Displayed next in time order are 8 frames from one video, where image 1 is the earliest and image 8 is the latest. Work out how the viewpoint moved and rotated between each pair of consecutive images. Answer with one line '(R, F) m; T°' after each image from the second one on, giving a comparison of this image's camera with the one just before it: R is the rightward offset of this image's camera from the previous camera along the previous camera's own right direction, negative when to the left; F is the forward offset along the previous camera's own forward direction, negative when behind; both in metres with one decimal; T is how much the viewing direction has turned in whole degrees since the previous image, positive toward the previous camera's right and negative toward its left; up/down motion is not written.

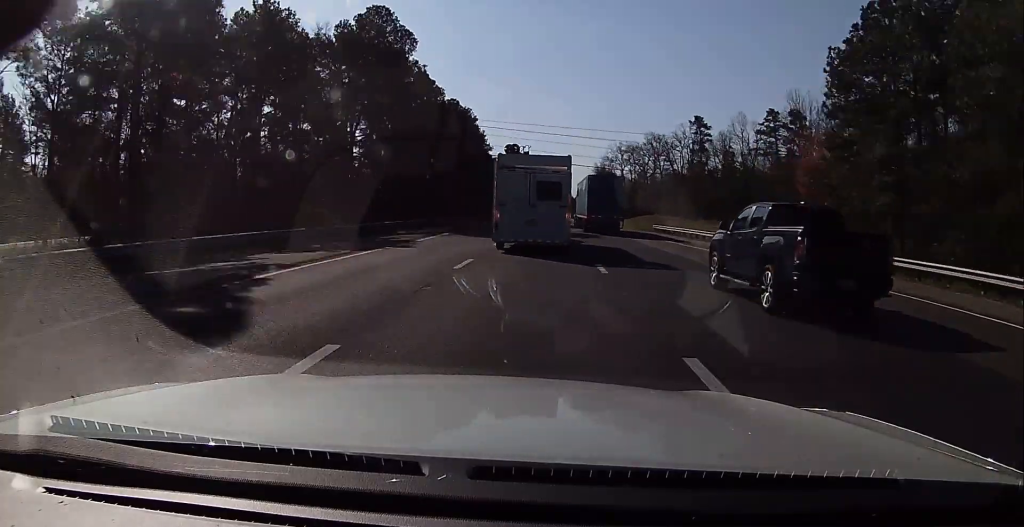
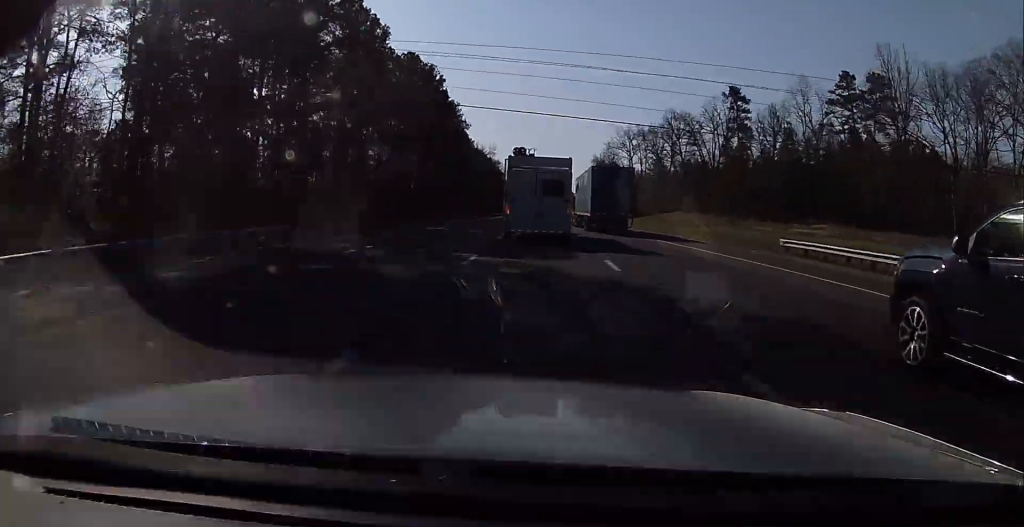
(-0.4, +34.1) m; 0°
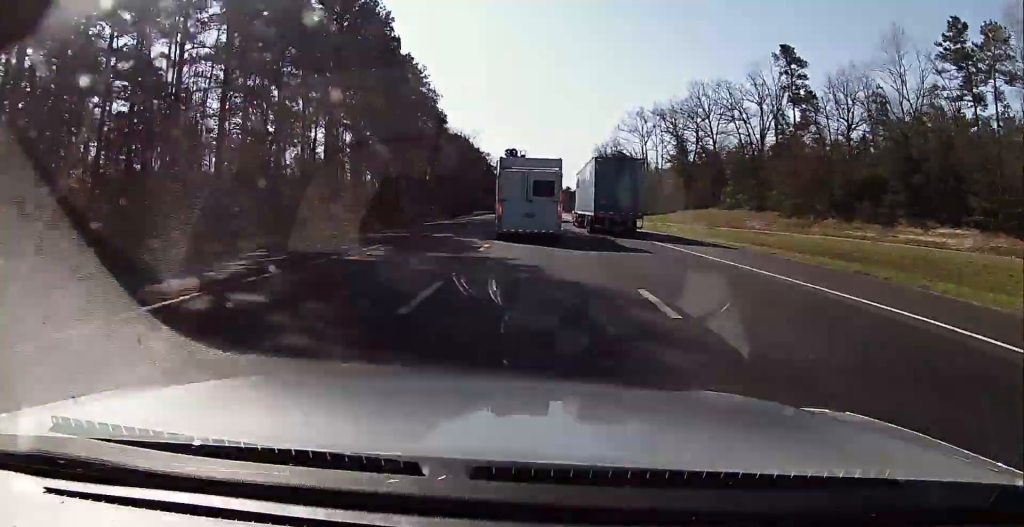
(+0.4, +29.5) m; +1°
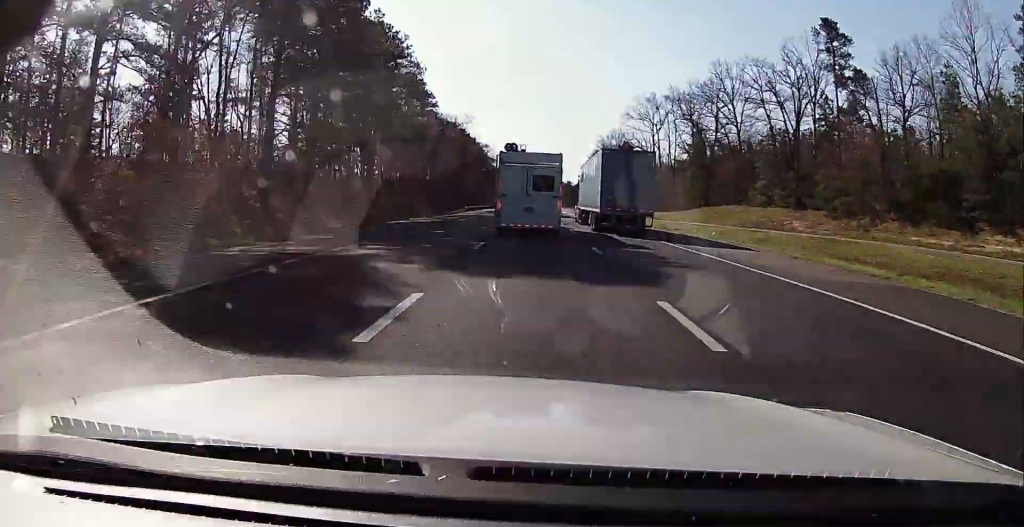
(0.0, +12.9) m; 0°
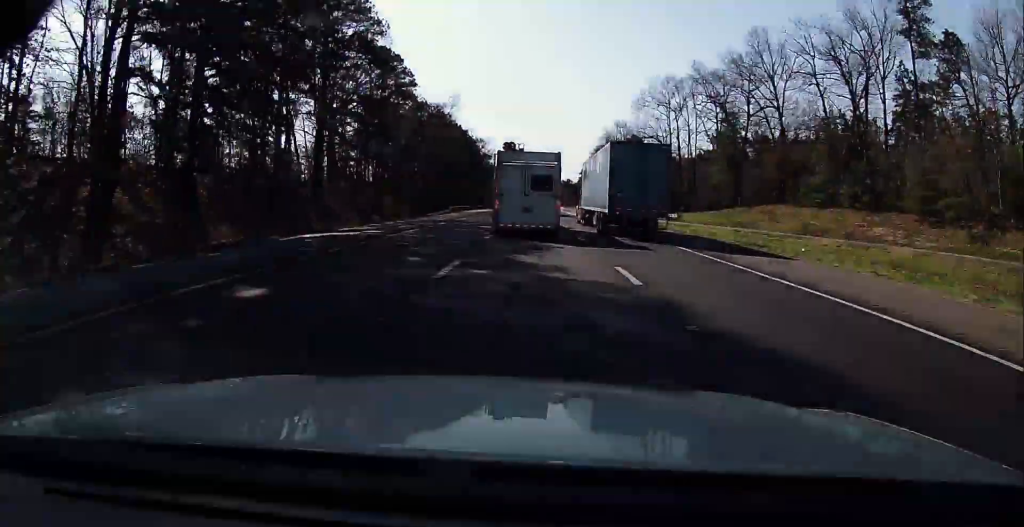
(-0.1, +19.2) m; 0°
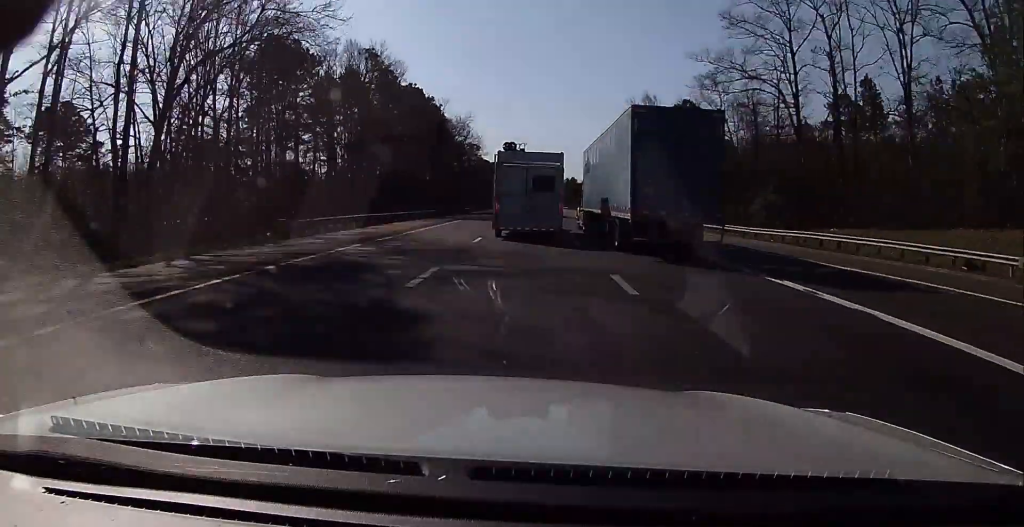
(+0.8, +63.8) m; 0°
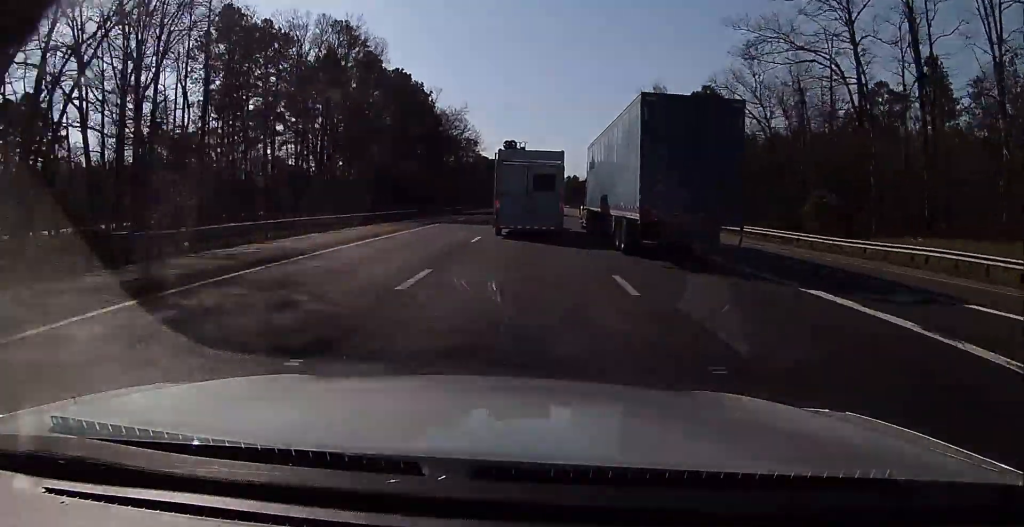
(-0.1, +13.2) m; 0°
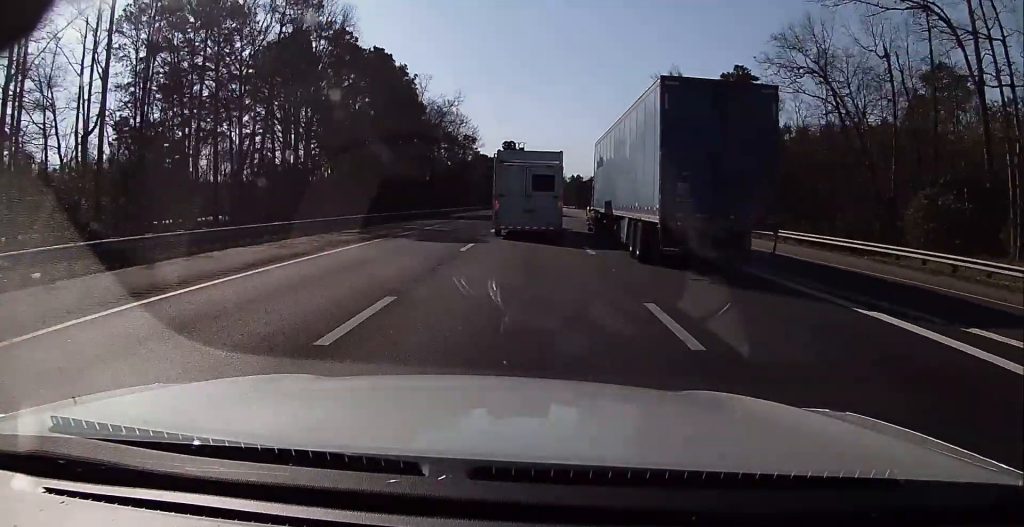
(-0.2, +16.2) m; 0°
